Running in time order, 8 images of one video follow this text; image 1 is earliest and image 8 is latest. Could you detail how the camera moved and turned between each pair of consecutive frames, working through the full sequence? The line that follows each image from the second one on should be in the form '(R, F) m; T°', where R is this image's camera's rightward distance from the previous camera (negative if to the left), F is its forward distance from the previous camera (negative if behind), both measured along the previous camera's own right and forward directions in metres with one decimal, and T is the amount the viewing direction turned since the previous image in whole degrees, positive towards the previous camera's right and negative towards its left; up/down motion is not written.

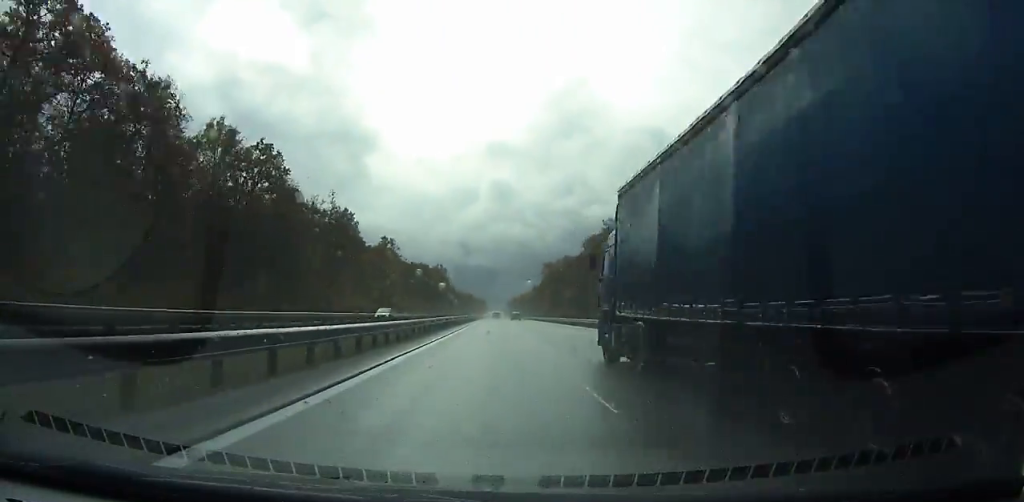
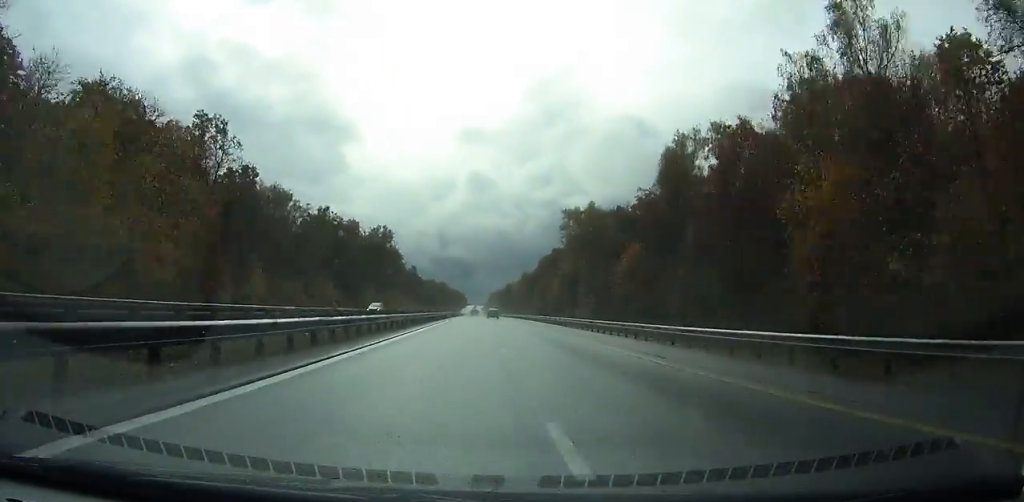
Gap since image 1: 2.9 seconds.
(+0.7, +99.2) m; 0°
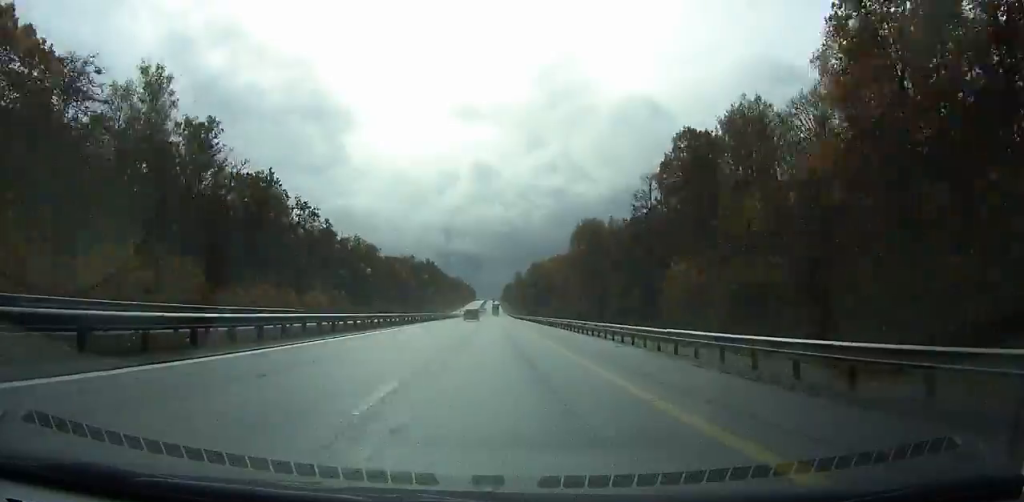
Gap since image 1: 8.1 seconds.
(-0.8, +175.4) m; -1°
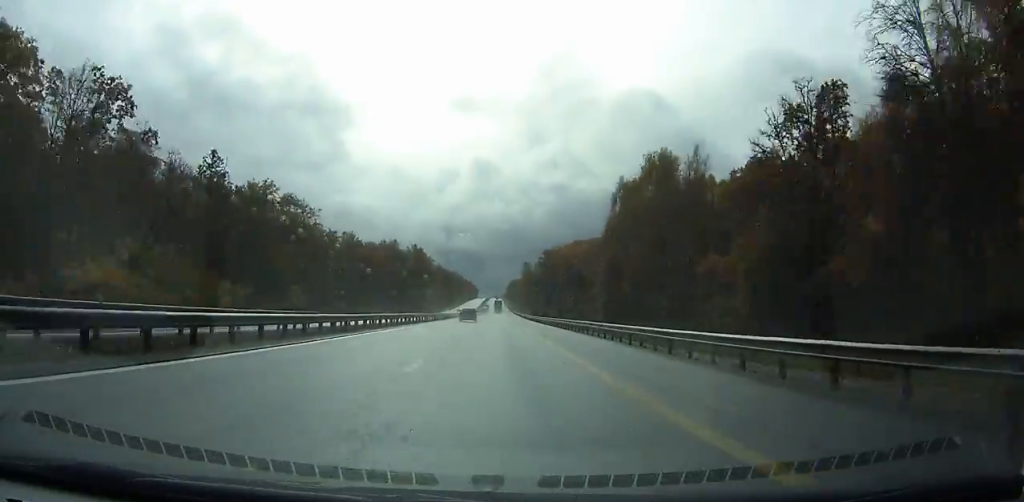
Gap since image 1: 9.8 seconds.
(0.0, +55.6) m; 0°
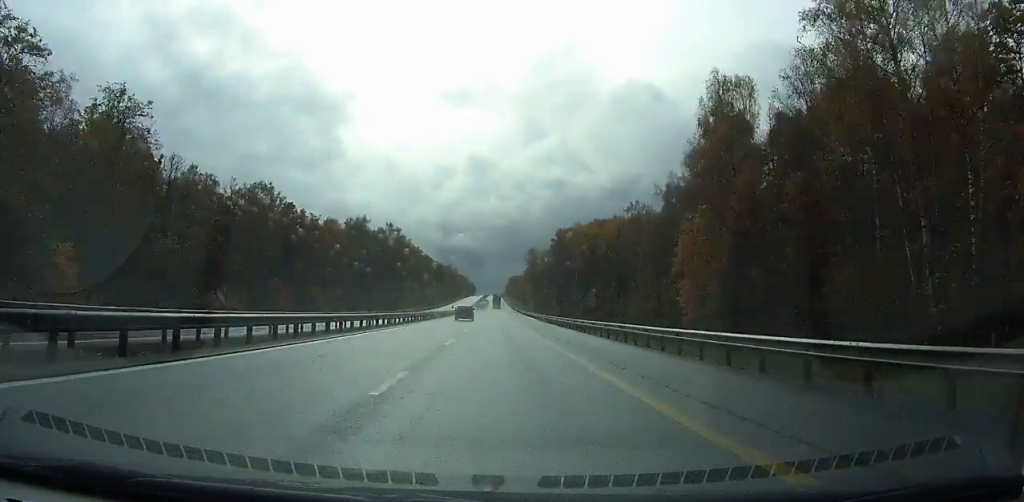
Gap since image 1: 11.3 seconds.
(-0.1, +48.8) m; 0°
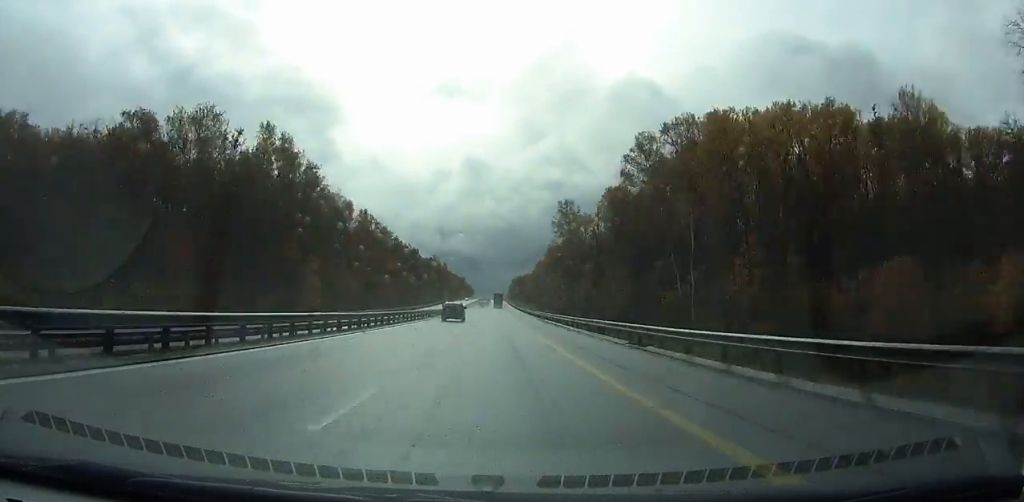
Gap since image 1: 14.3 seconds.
(+0.3, +94.2) m; 0°
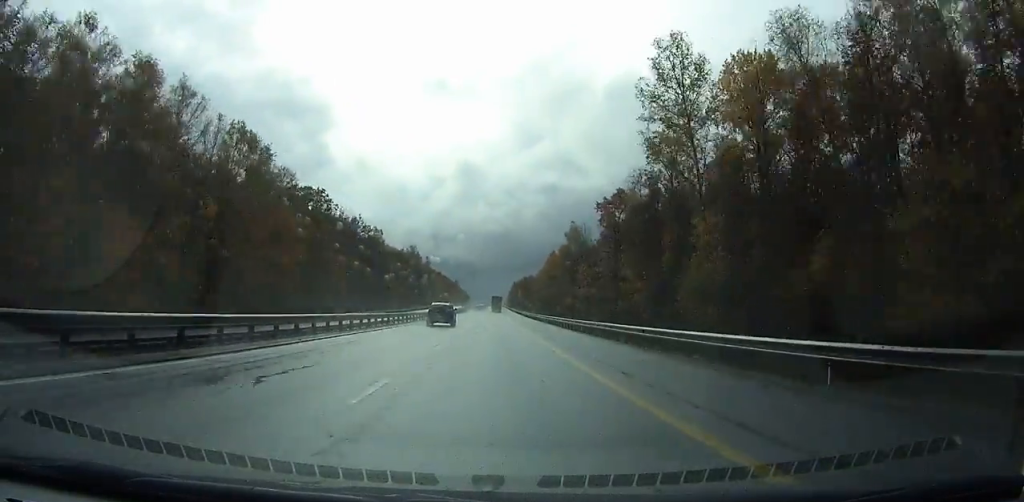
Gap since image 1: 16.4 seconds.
(0.0, +63.7) m; 0°
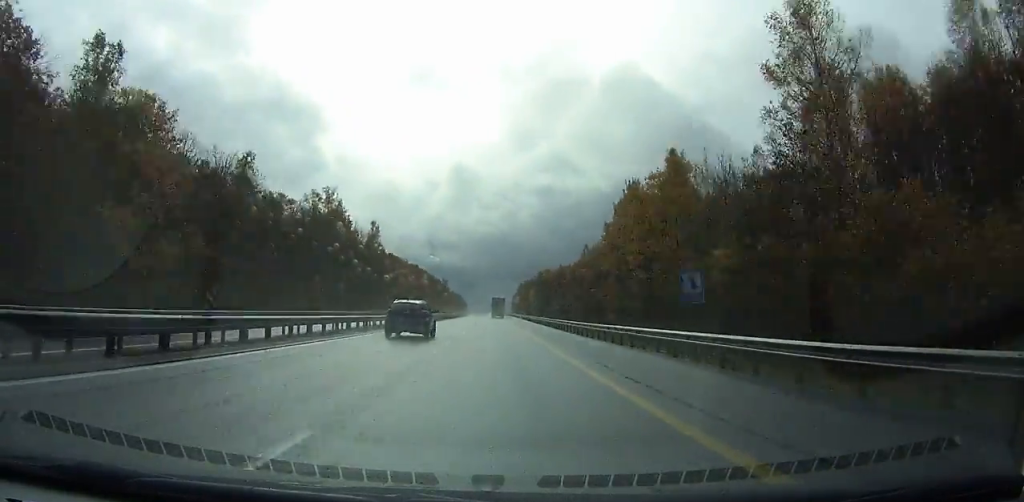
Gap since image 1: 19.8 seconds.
(-0.2, +104.2) m; 0°
